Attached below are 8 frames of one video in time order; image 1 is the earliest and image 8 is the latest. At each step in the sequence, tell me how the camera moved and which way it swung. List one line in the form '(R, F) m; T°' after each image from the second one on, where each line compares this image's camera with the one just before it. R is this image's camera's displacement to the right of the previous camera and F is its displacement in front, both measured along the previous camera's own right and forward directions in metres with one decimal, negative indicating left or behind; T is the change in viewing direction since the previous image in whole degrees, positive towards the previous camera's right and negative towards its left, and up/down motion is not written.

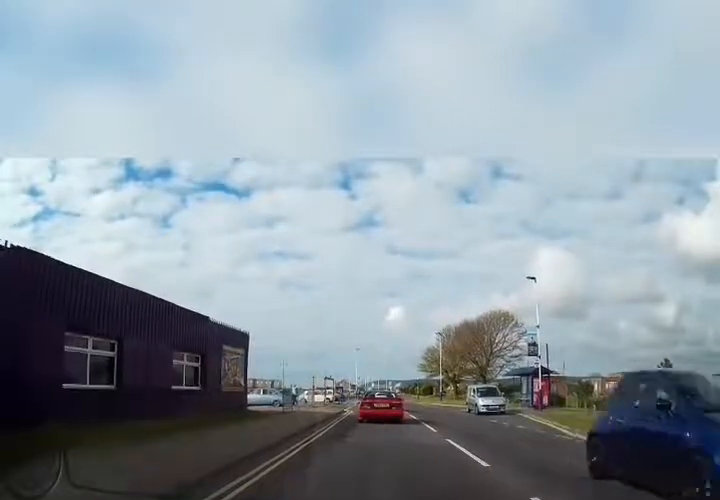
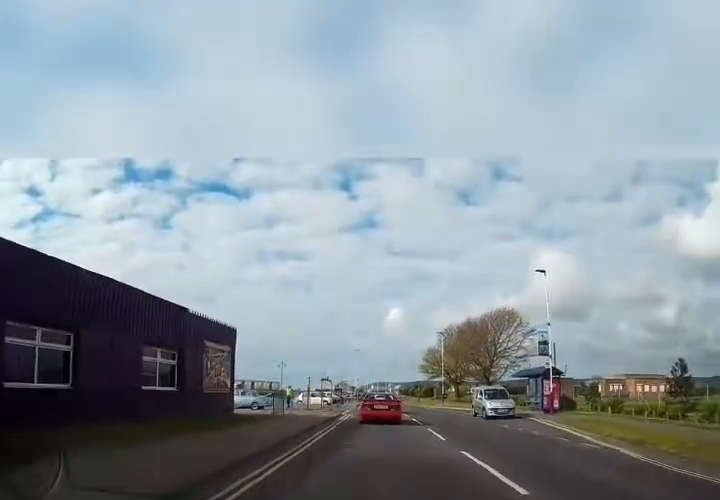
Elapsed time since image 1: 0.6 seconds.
(-0.2, +1.9) m; -1°
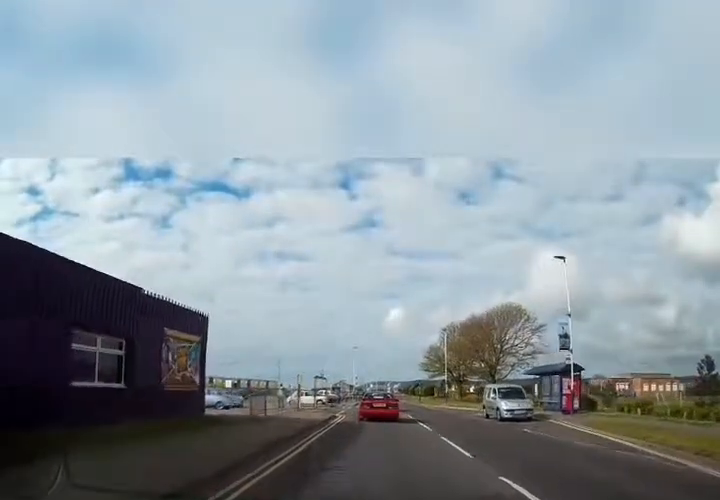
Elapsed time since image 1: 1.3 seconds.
(+0.1, +2.9) m; 0°
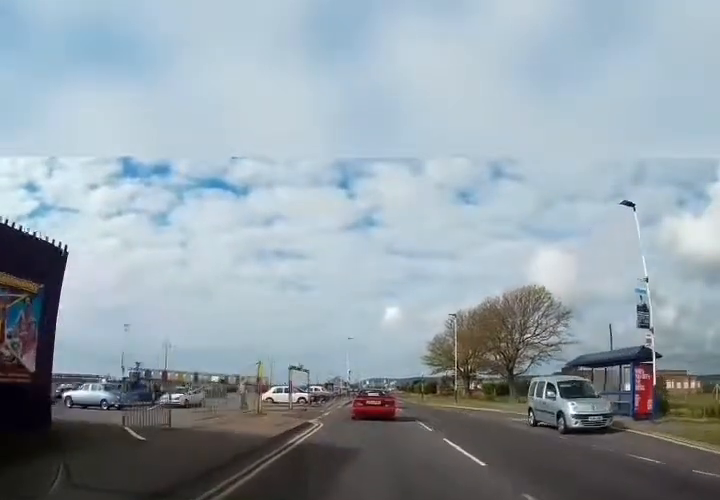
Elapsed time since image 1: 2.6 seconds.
(-0.1, +6.5) m; -1°
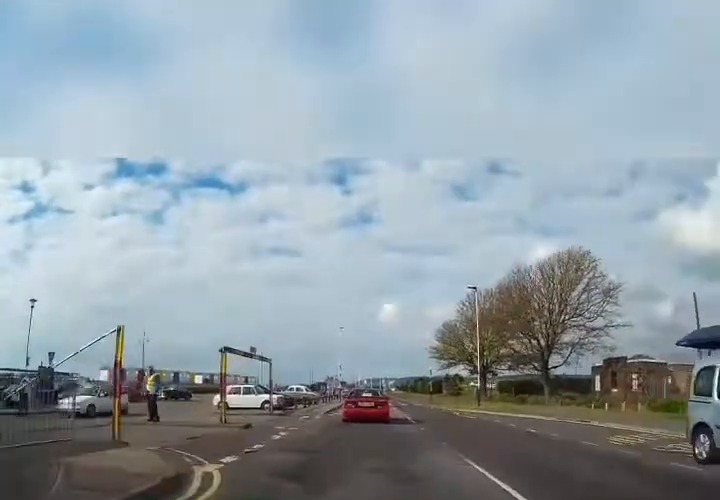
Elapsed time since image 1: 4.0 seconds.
(-0.1, +8.8) m; -3°
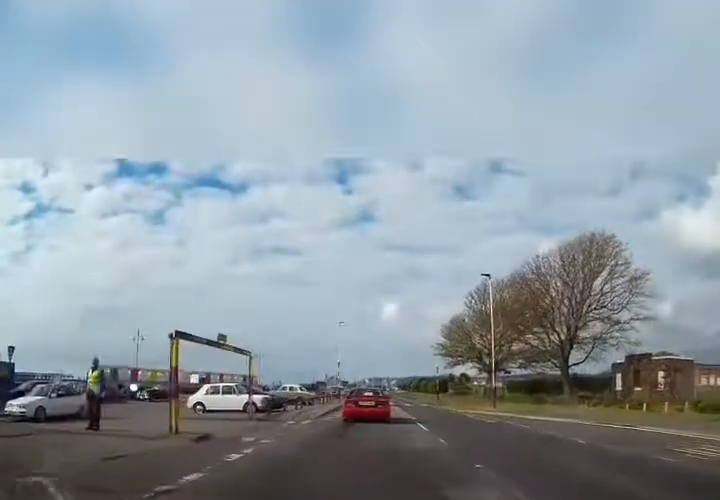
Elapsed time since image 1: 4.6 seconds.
(-0.2, +3.5) m; 0°
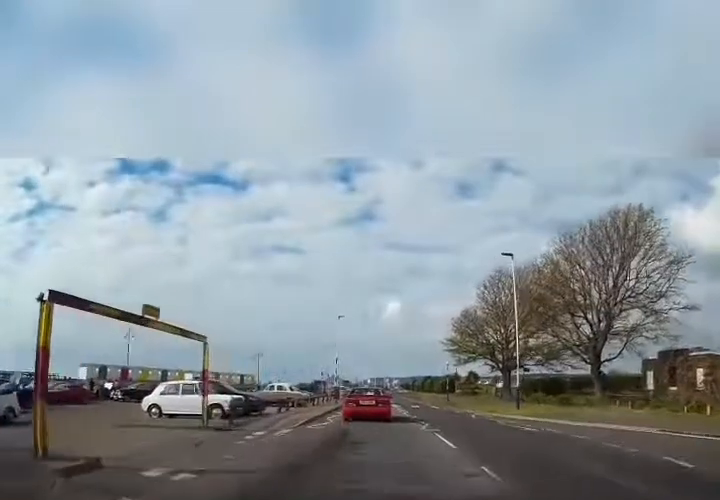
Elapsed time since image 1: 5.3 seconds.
(+0.1, +4.6) m; +2°
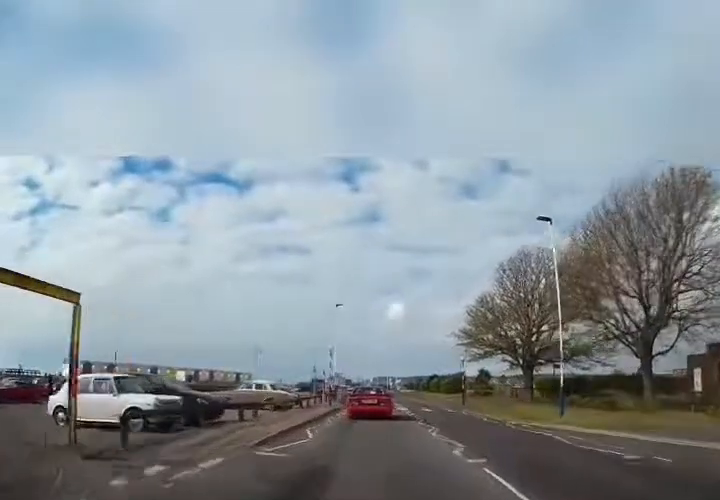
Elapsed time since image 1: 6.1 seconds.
(+0.1, +5.5) m; +1°
